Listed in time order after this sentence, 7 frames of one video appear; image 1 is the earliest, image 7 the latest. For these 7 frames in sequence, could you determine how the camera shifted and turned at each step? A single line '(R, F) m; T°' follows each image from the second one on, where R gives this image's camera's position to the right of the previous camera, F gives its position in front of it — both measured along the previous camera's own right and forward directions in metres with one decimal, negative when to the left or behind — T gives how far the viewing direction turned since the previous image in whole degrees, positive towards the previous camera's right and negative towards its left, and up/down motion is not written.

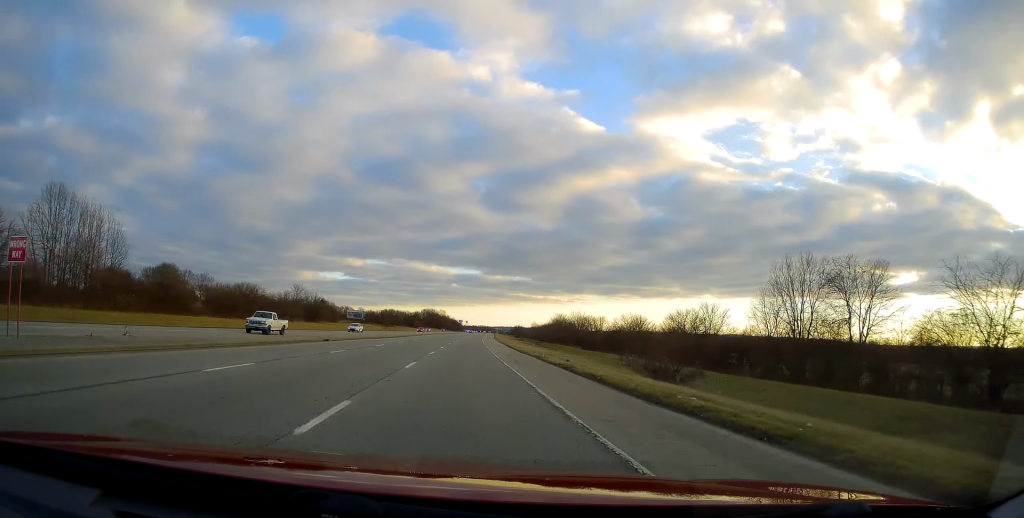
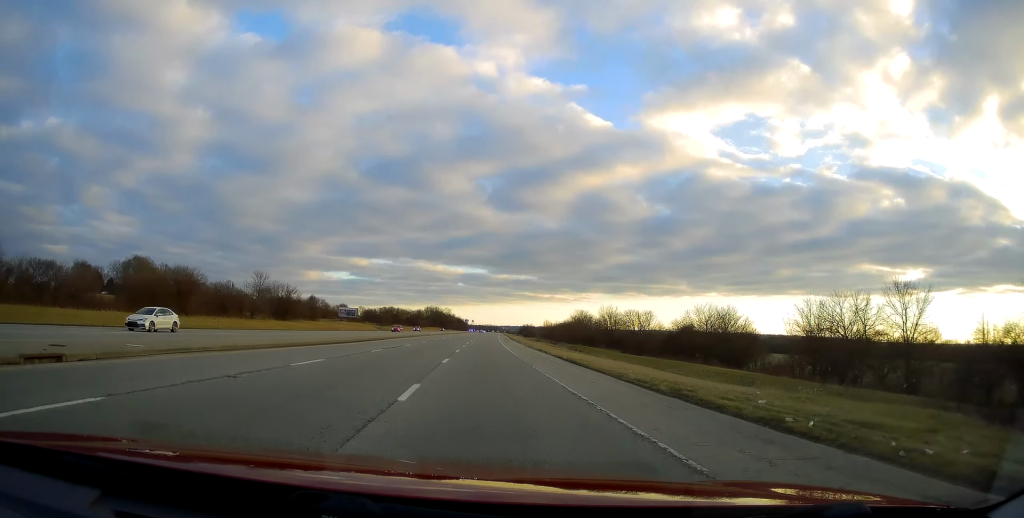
(-0.7, +33.6) m; -1°
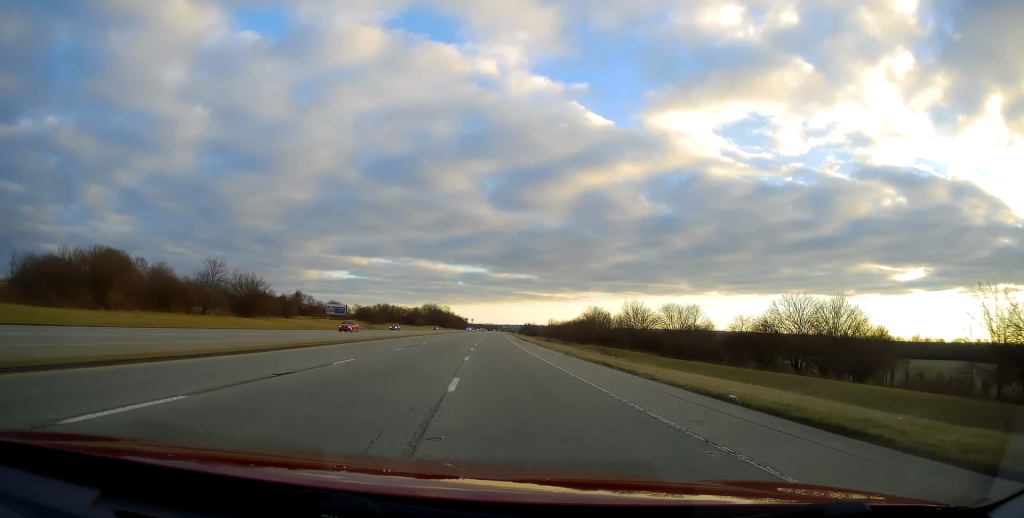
(+0.1, +23.7) m; 0°
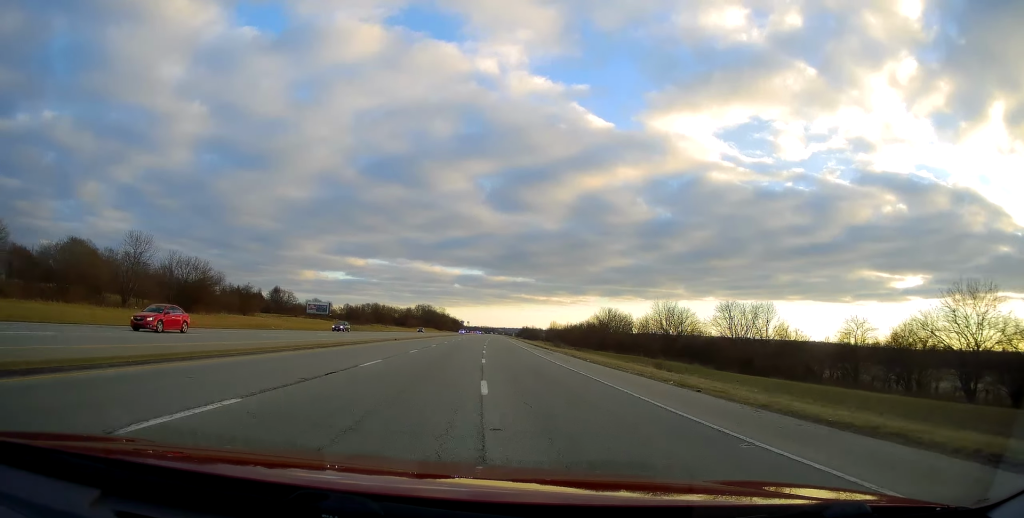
(-0.2, +25.0) m; -1°
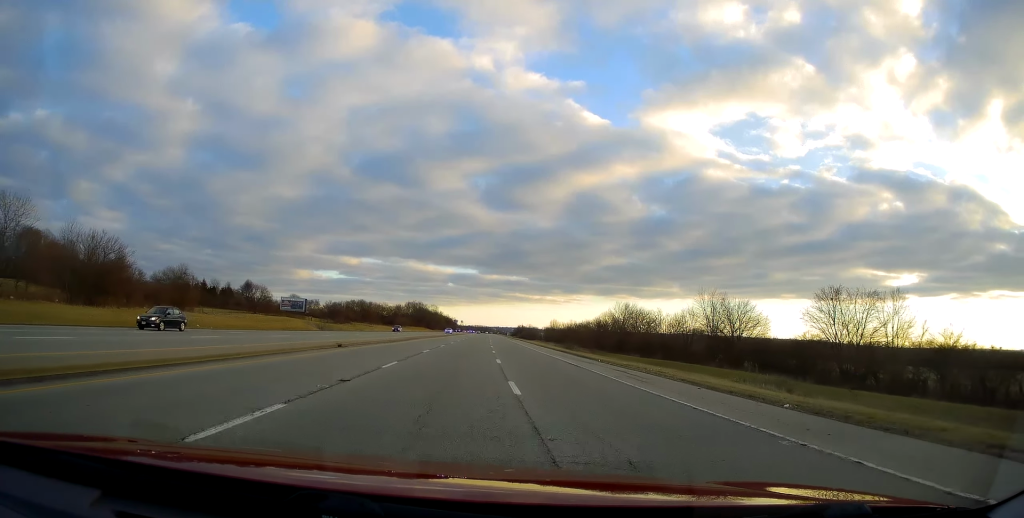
(-0.2, +25.1) m; +1°
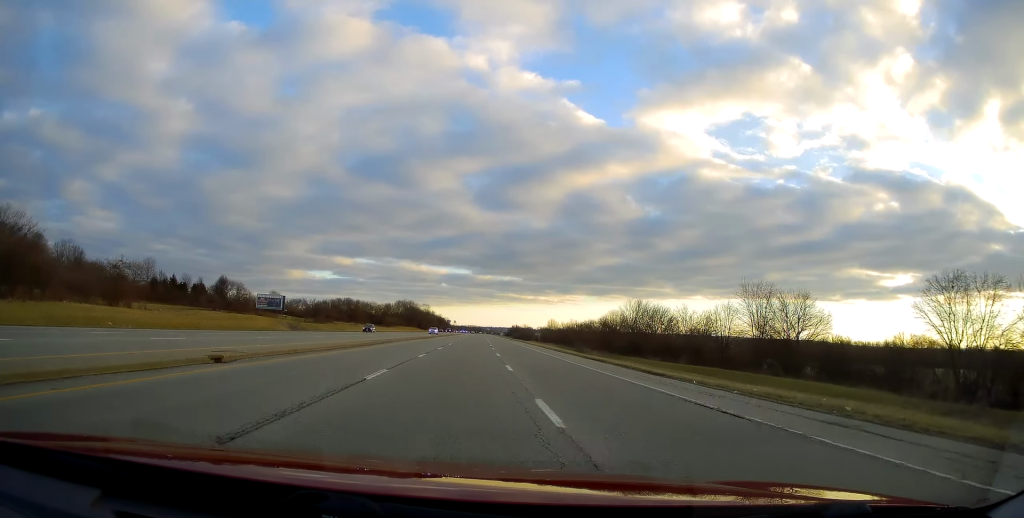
(+0.4, +17.0) m; +1°
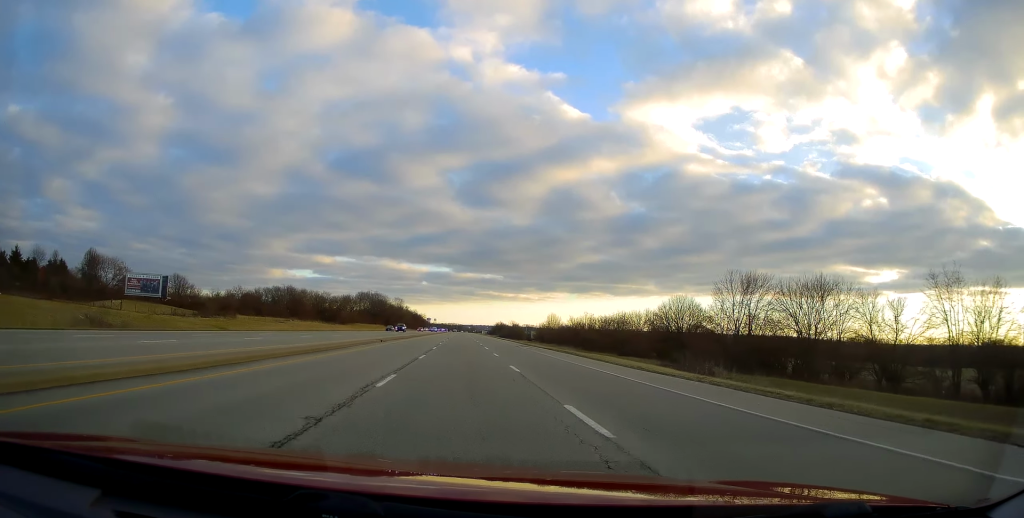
(+1.4, +63.1) m; +3°
